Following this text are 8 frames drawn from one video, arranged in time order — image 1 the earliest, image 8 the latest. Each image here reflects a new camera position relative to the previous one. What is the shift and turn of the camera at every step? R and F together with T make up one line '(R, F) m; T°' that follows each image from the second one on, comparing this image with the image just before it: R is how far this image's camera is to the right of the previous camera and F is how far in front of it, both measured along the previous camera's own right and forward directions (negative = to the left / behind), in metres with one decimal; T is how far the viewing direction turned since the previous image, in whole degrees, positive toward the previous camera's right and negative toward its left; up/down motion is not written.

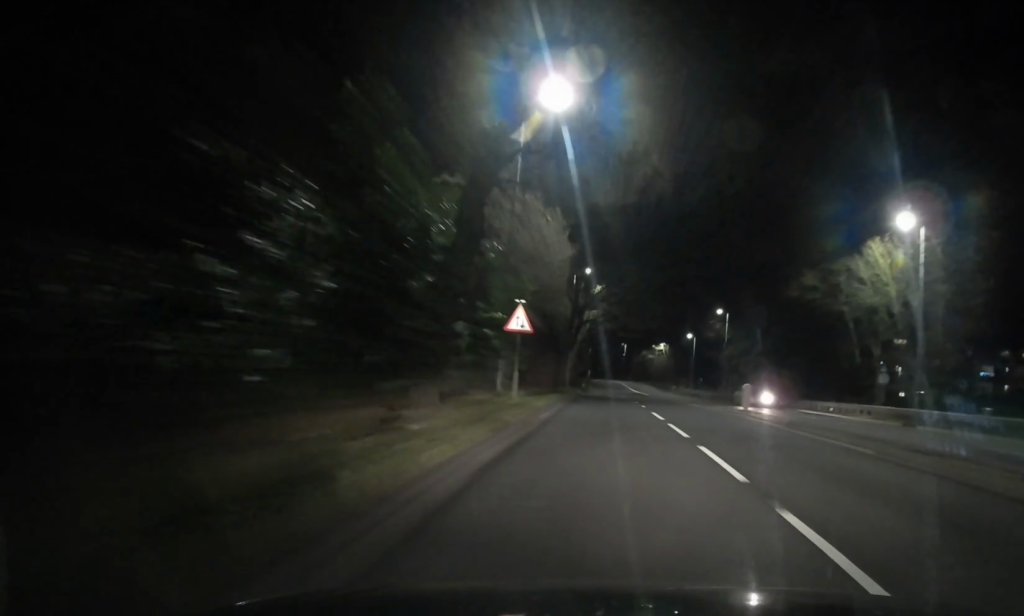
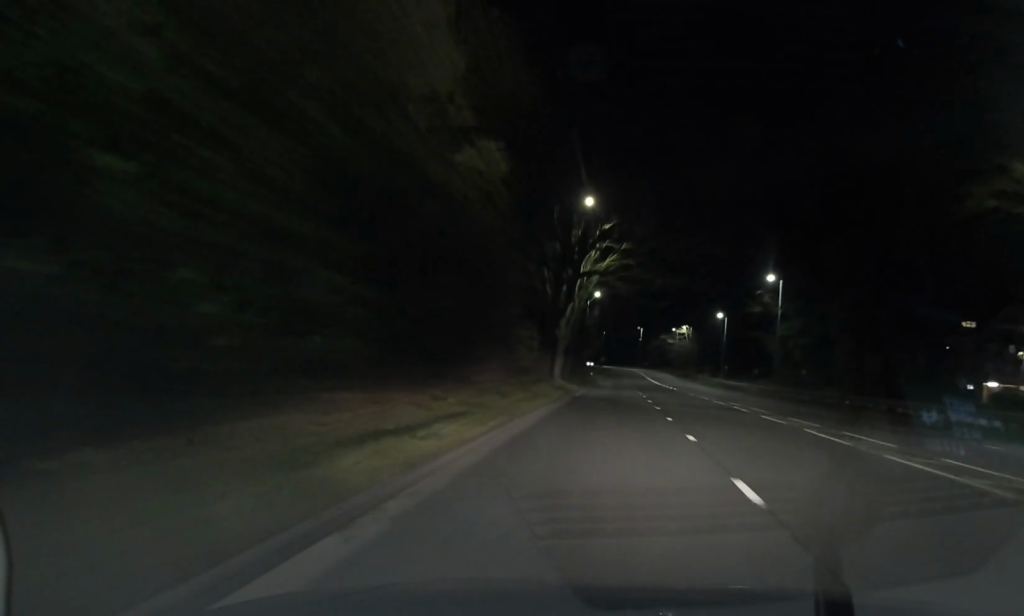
(+0.3, +22.8) m; 0°
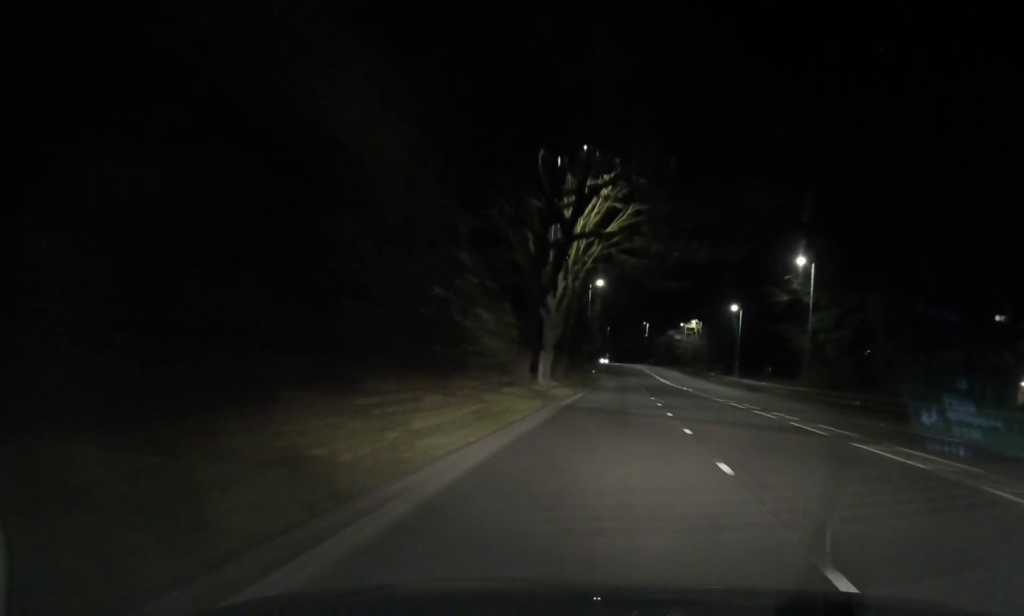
(-0.1, +10.2) m; 0°
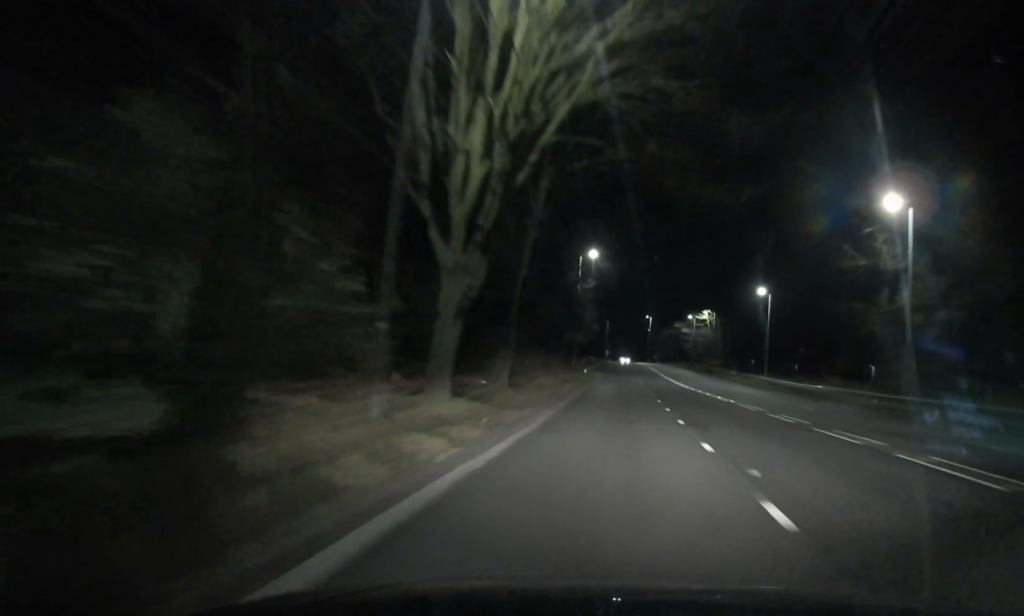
(-0.2, +20.0) m; -1°
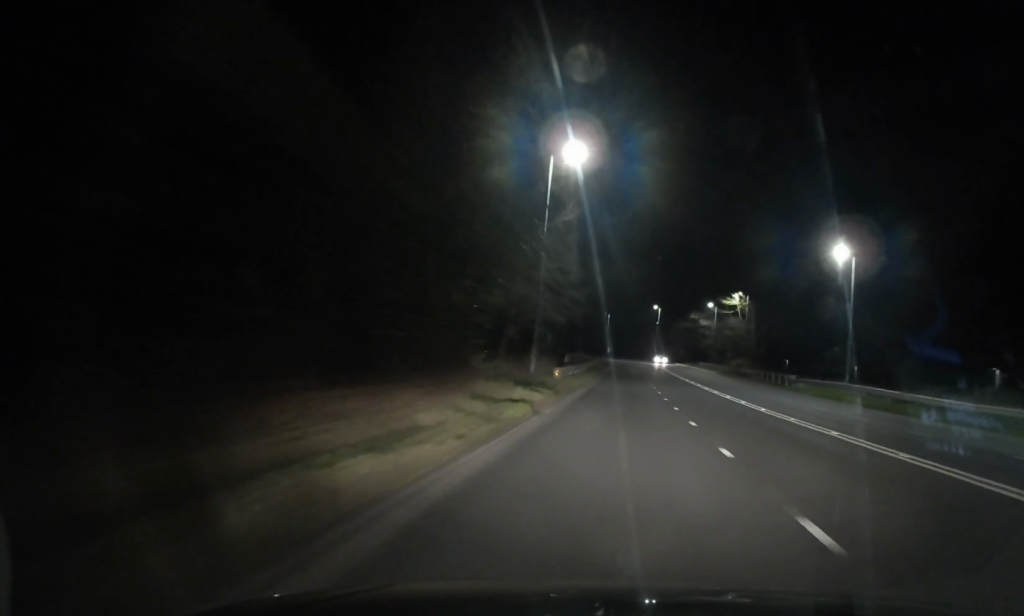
(-0.3, +30.7) m; -1°
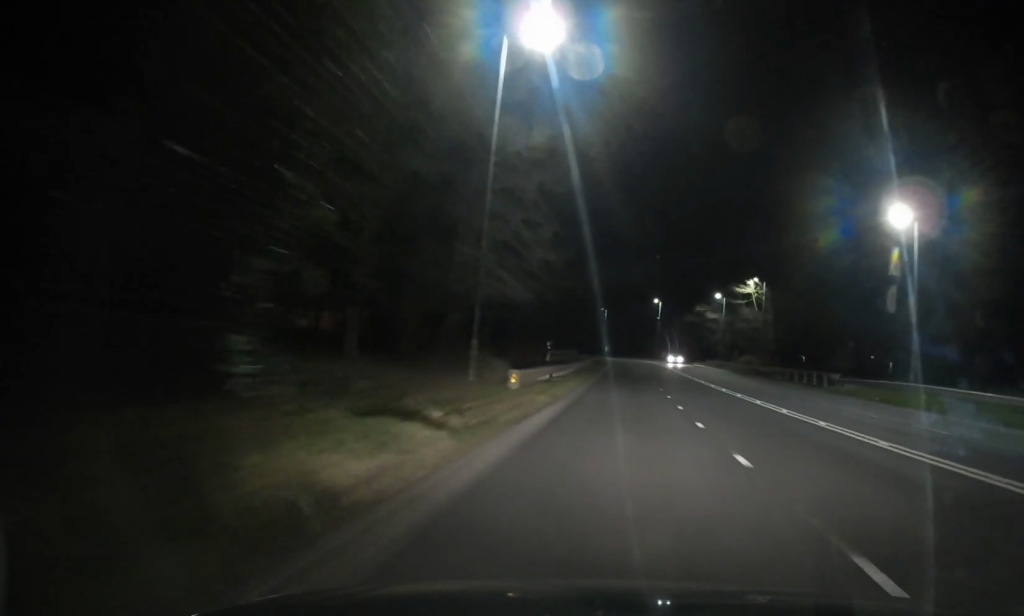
(+0.1, +12.9) m; +1°
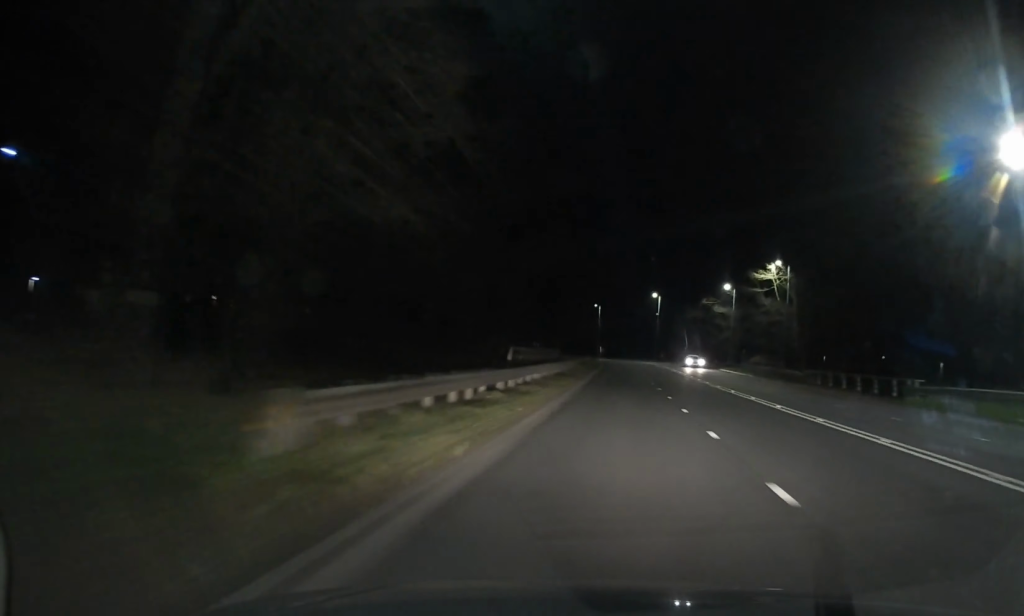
(+0.2, +14.2) m; 0°
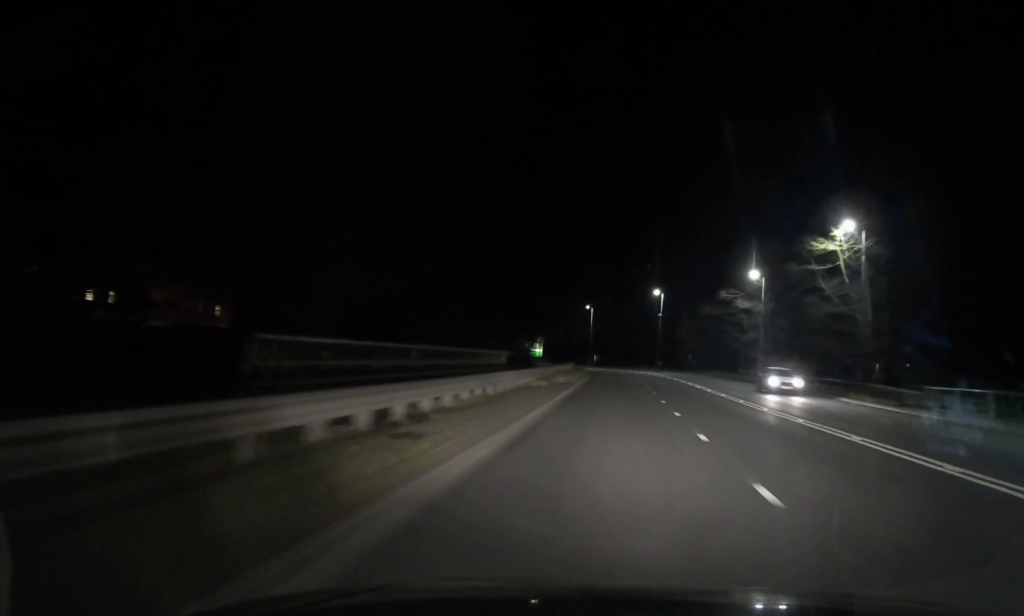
(-0.2, +23.3) m; -1°
